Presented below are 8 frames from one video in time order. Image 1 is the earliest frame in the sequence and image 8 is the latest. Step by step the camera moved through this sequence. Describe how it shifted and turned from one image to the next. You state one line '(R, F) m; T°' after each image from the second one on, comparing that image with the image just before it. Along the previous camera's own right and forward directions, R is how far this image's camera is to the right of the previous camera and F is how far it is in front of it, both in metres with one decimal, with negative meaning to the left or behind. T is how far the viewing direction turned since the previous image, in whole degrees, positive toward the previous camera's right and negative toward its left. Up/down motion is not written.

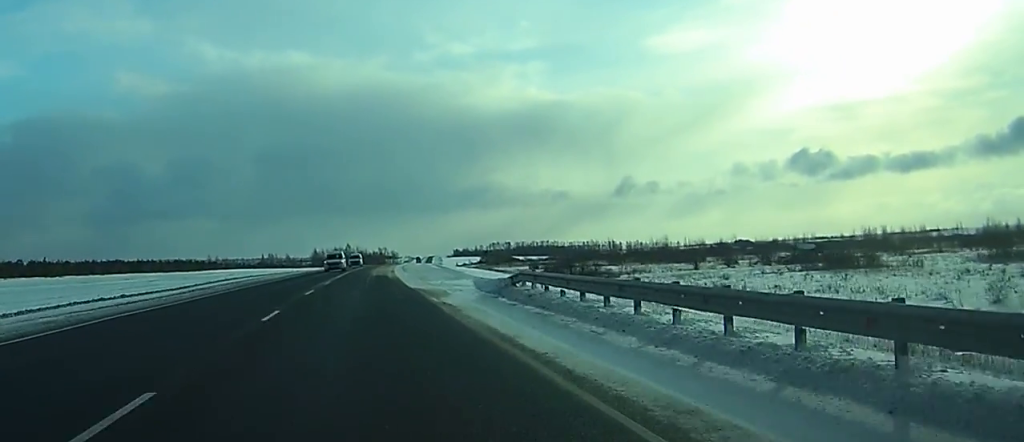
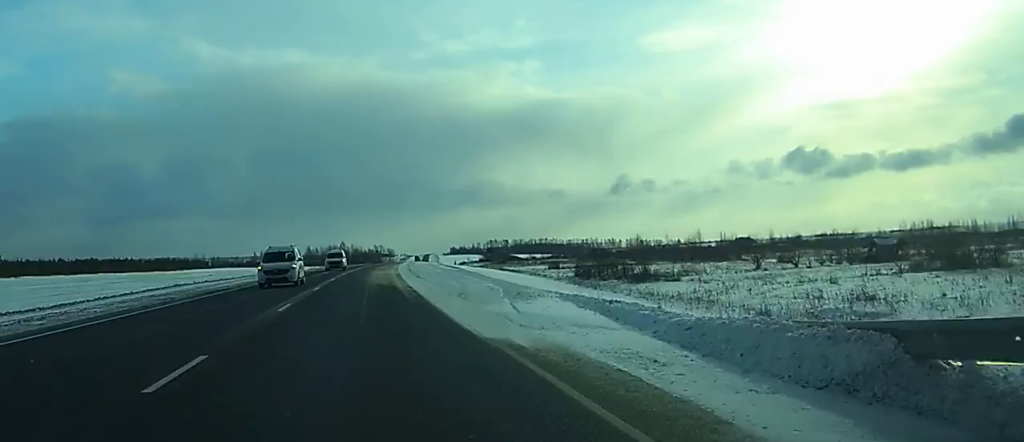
(+0.1, +21.1) m; +1°
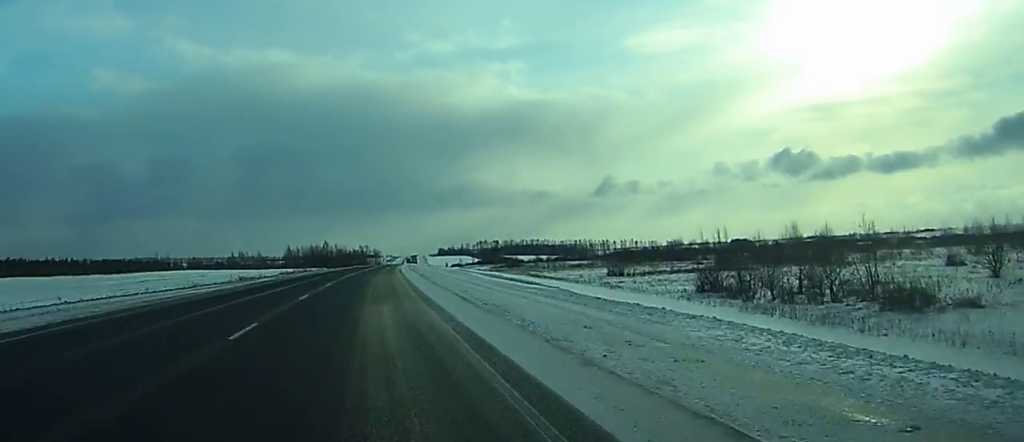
(+0.3, +43.3) m; +1°
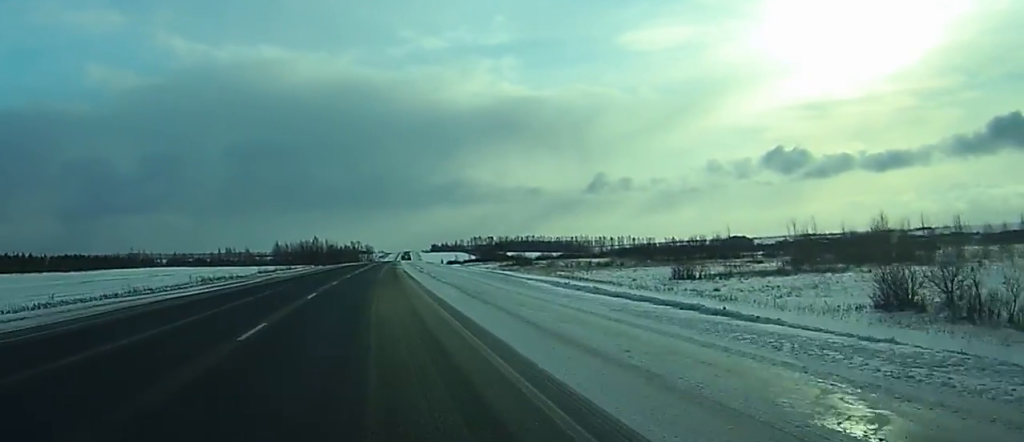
(+0.1, +24.3) m; +1°
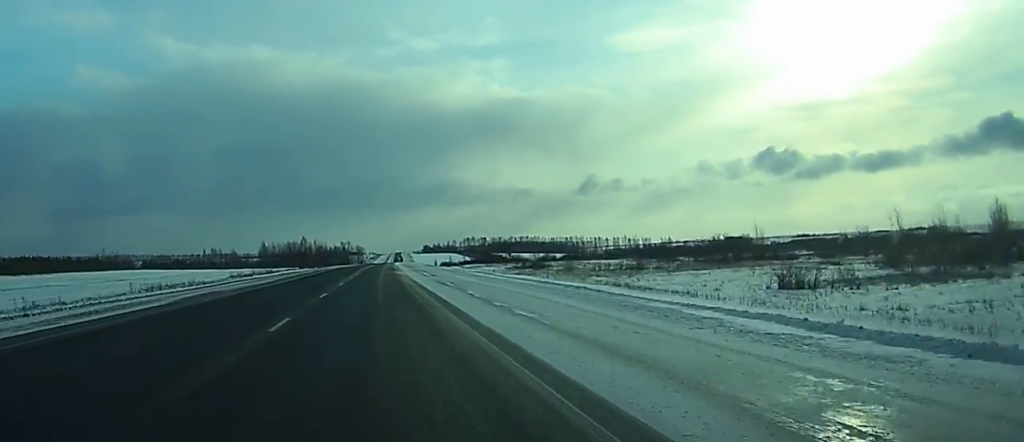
(+0.1, +22.2) m; 0°
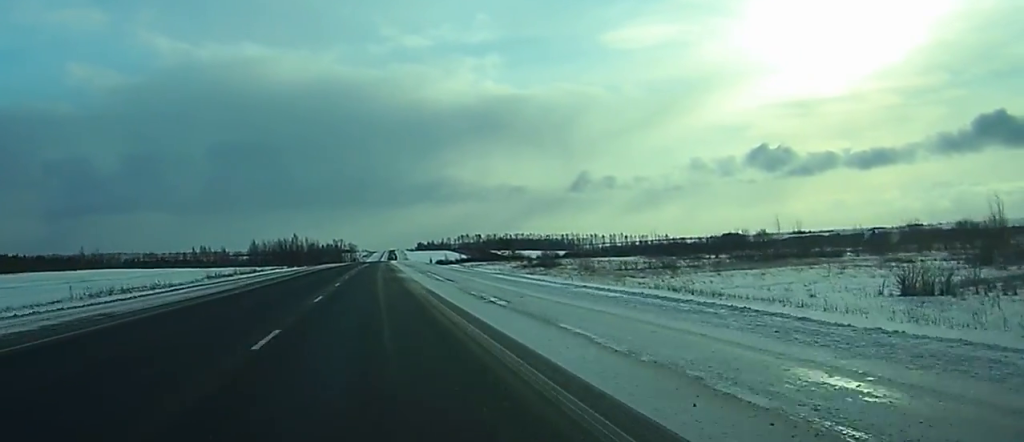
(0.0, +14.8) m; 0°
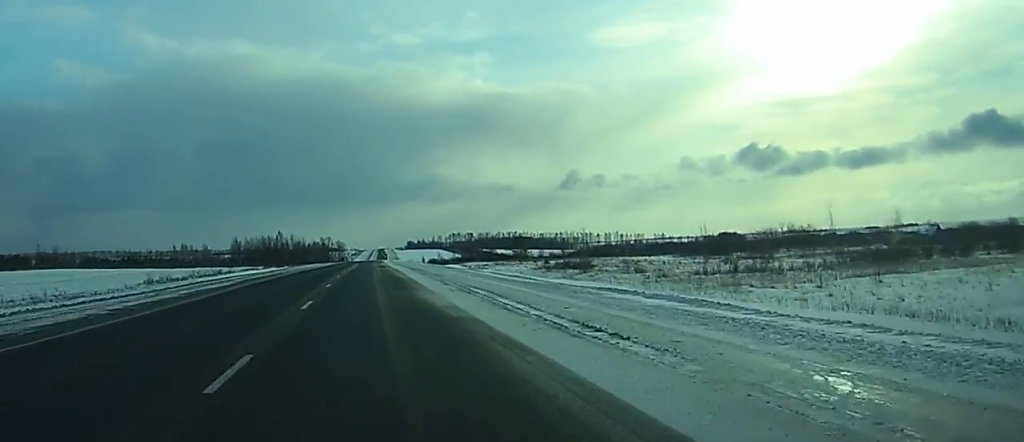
(+0.1, +27.6) m; +1°
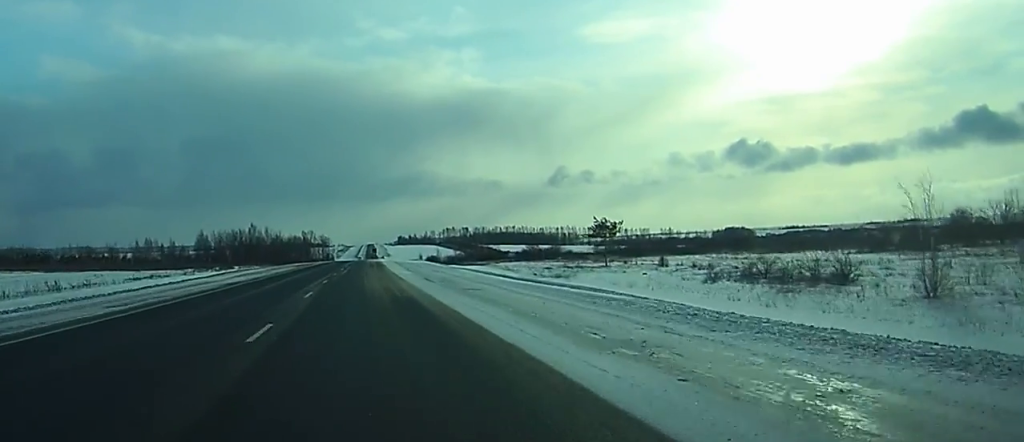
(+1.0, +67.2) m; +1°
